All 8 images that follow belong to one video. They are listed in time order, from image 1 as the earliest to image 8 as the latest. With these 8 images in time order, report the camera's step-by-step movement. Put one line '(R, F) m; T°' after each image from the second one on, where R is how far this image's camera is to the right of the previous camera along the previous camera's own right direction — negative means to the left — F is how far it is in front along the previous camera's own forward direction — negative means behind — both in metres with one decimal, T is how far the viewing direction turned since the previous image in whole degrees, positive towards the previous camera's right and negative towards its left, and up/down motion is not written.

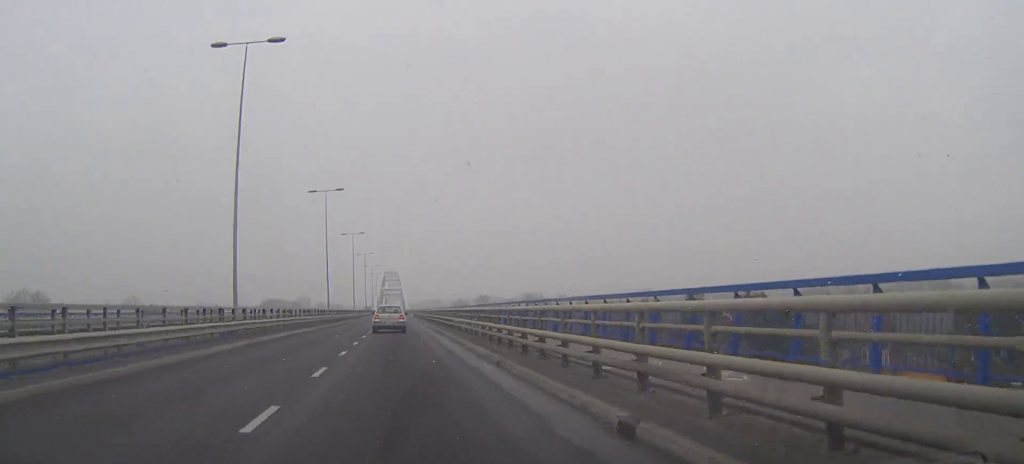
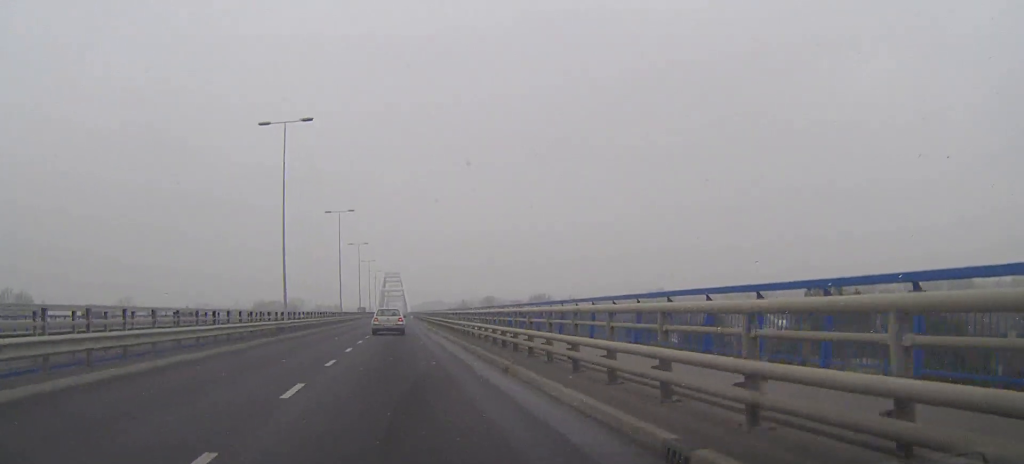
(-0.1, +26.6) m; 0°
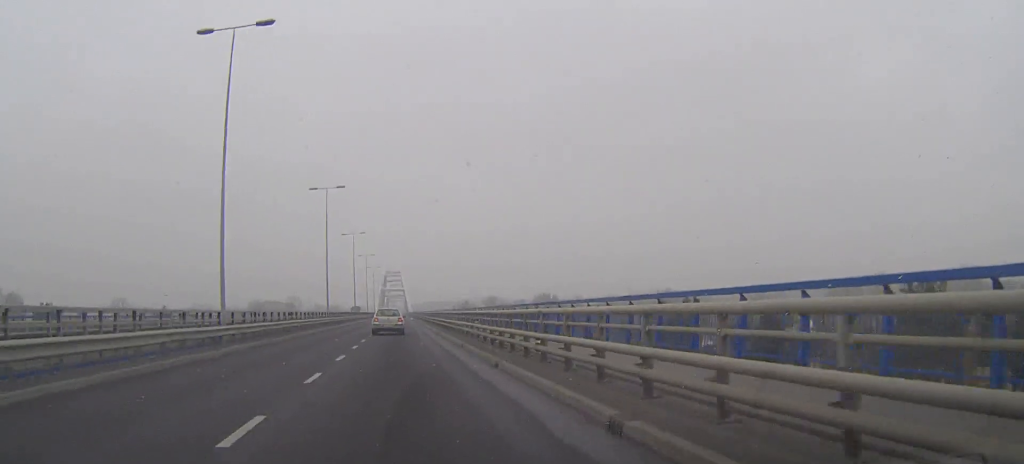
(0.0, +15.4) m; 0°
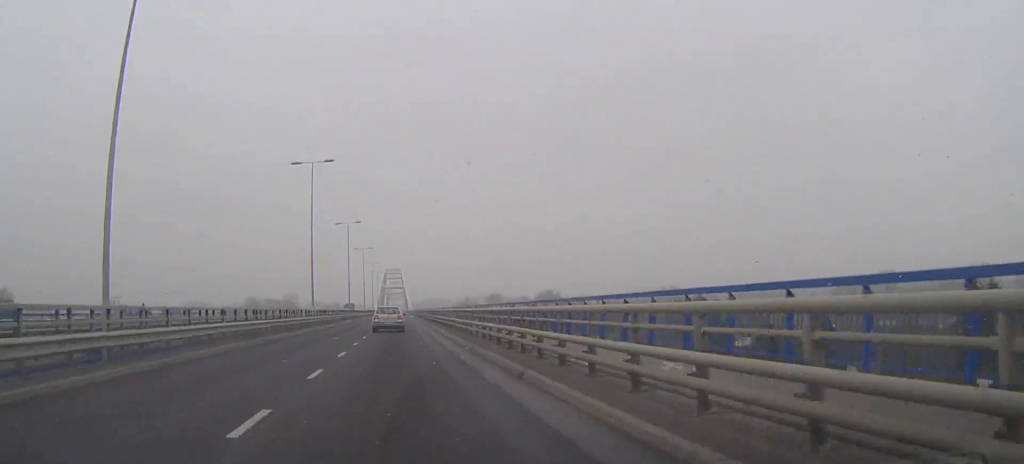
(0.0, +11.6) m; 0°
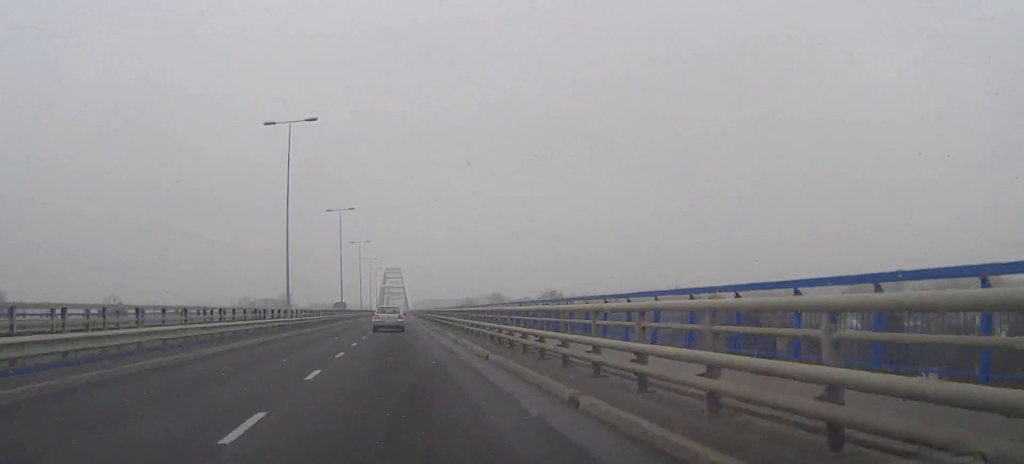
(0.0, +12.4) m; 0°
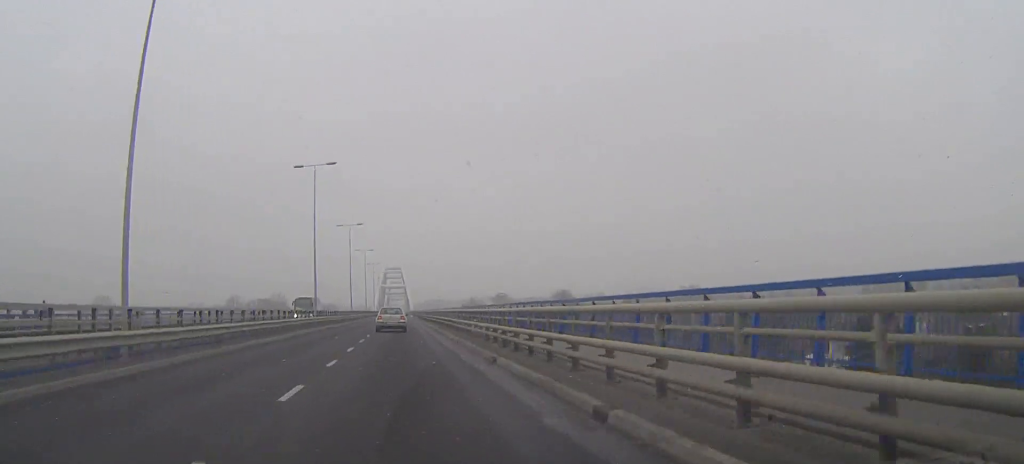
(0.0, +26.4) m; 0°
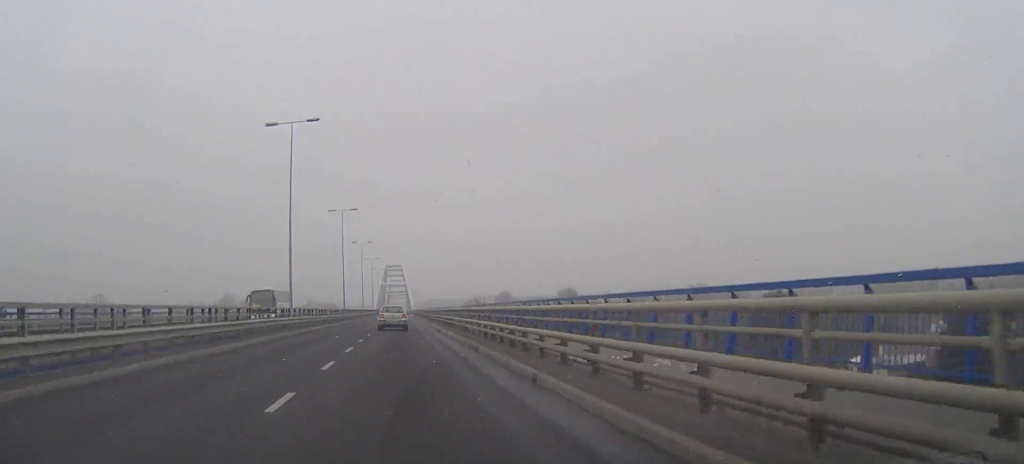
(0.0, +13.3) m; 0°
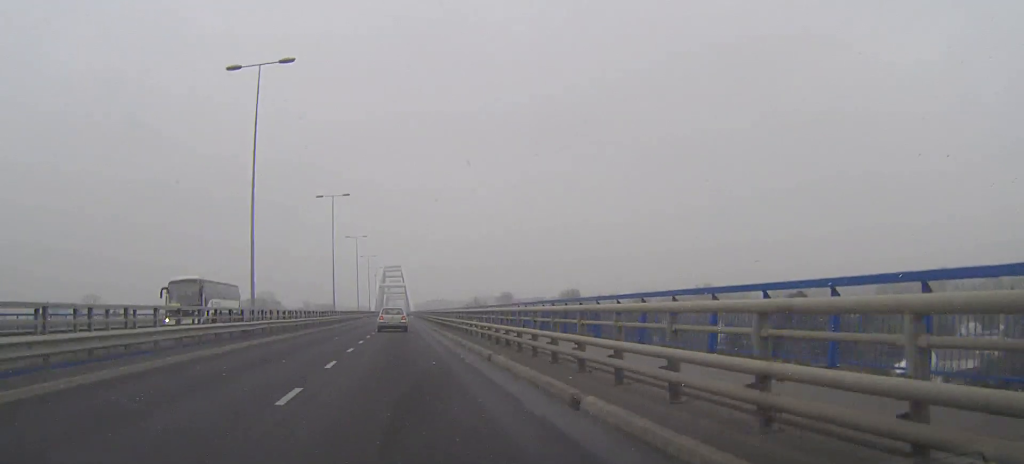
(0.0, +11.0) m; 0°
